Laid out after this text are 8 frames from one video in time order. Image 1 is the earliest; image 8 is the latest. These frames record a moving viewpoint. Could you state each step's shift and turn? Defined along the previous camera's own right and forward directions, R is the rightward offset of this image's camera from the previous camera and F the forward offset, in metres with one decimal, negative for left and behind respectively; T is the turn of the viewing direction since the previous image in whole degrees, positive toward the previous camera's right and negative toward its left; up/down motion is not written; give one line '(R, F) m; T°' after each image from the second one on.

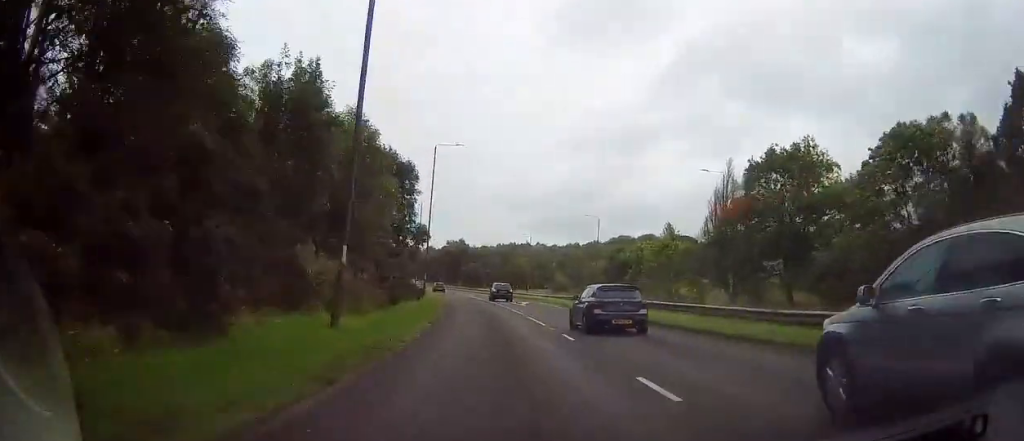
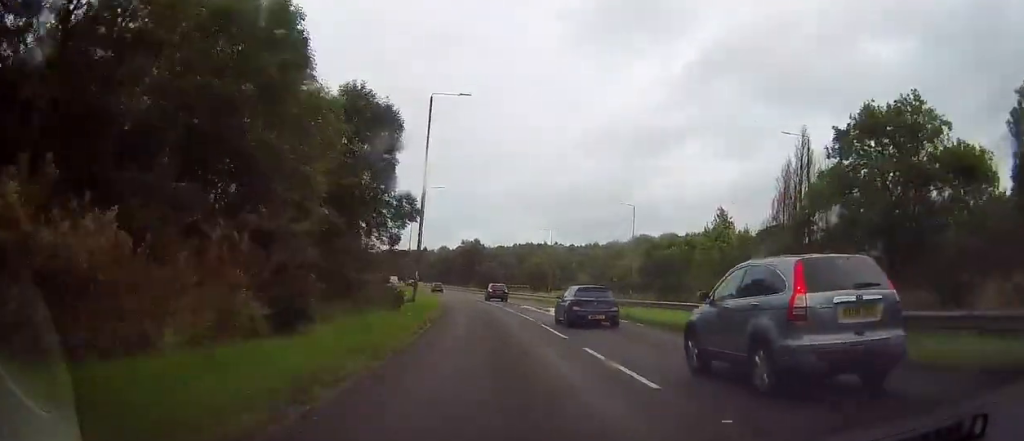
(0.0, +14.8) m; -1°
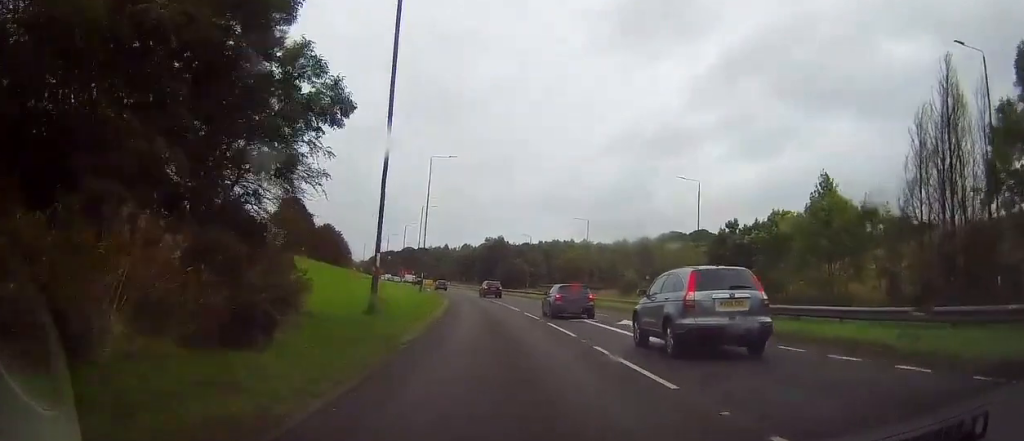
(-0.5, +18.6) m; -2°
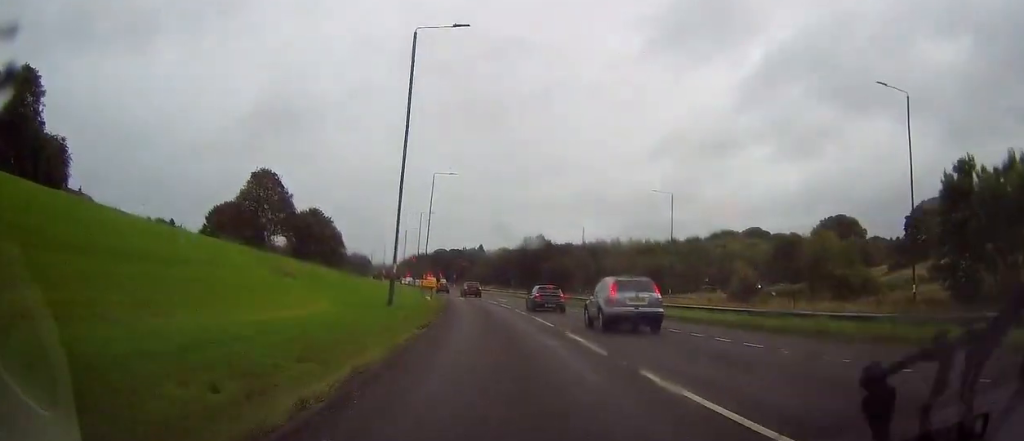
(0.0, +32.1) m; 0°
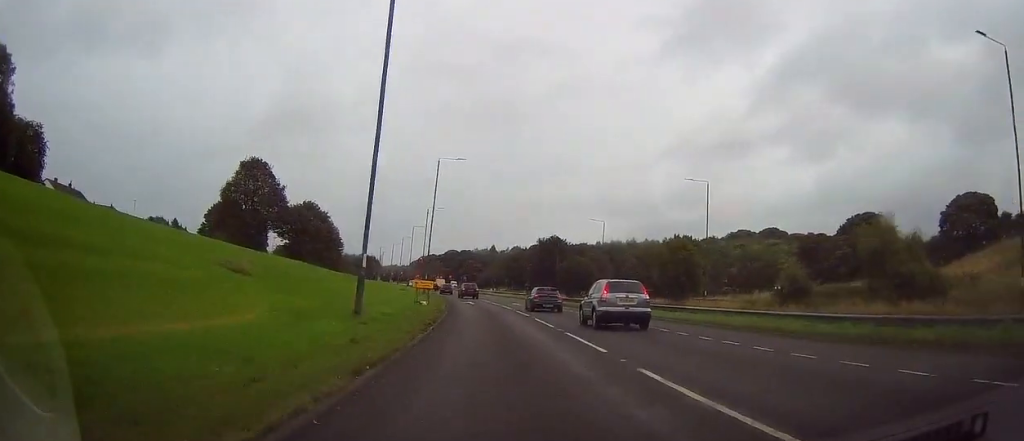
(0.0, +8.5) m; -1°
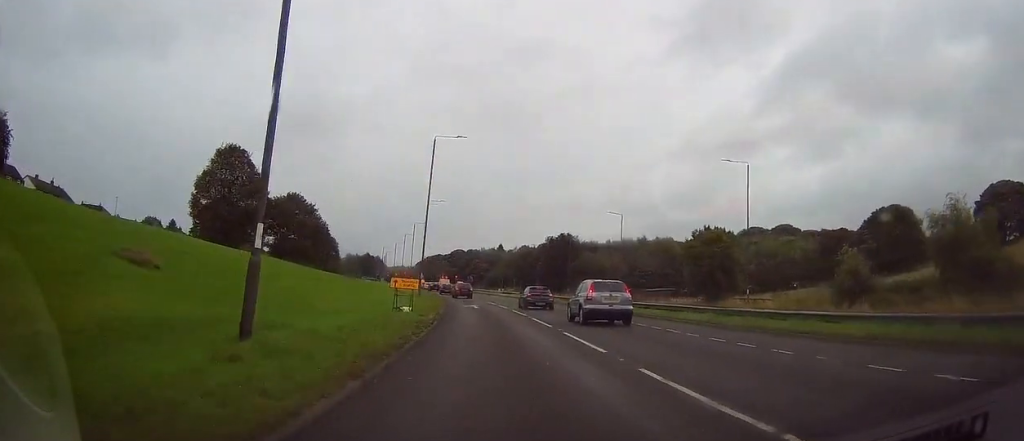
(-0.1, +9.3) m; -2°
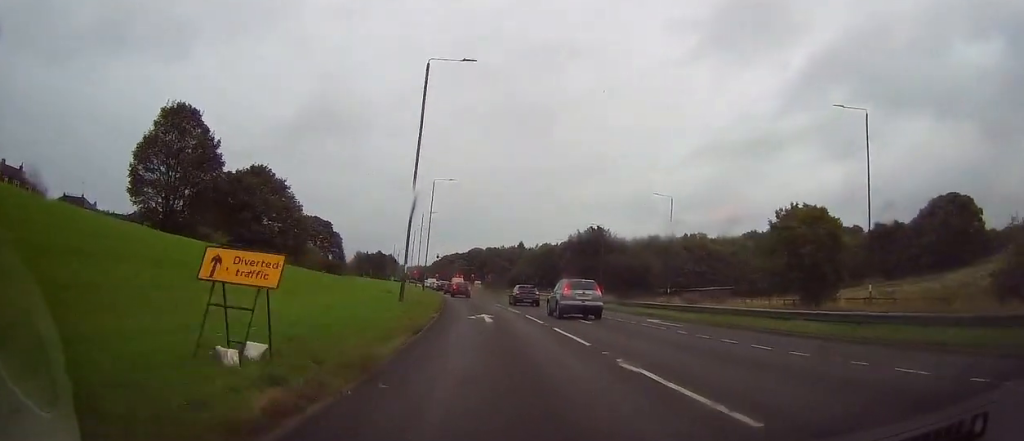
(-1.0, +17.4) m; -3°
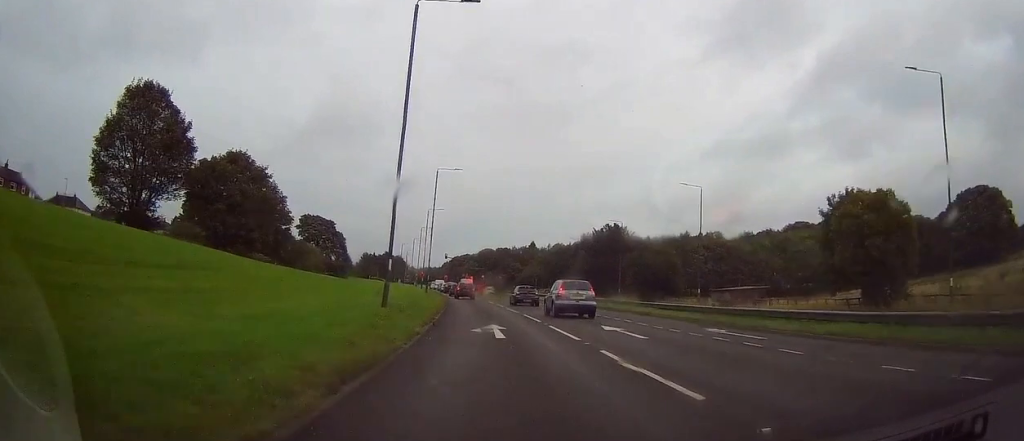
(-0.1, +7.7) m; 0°
